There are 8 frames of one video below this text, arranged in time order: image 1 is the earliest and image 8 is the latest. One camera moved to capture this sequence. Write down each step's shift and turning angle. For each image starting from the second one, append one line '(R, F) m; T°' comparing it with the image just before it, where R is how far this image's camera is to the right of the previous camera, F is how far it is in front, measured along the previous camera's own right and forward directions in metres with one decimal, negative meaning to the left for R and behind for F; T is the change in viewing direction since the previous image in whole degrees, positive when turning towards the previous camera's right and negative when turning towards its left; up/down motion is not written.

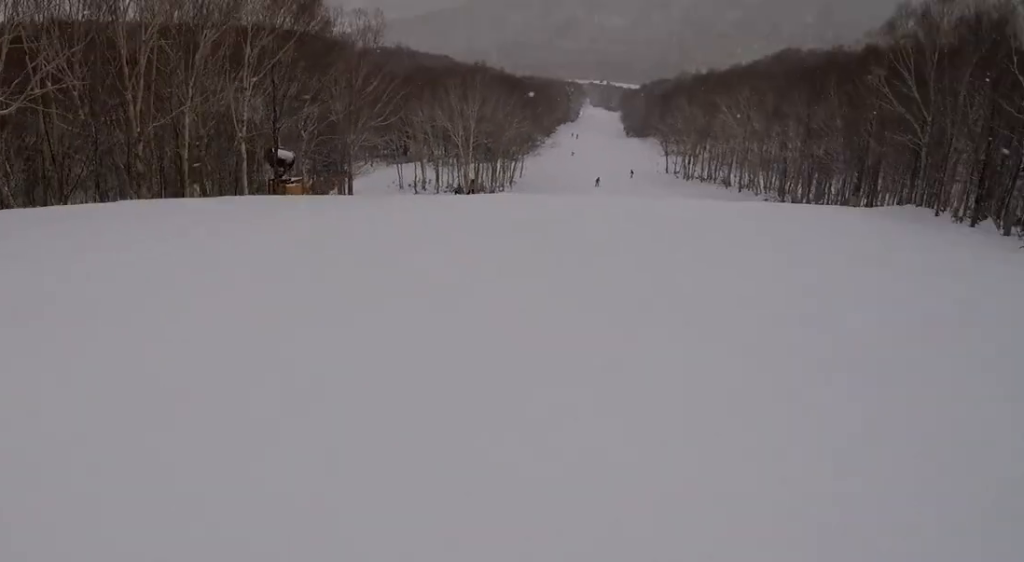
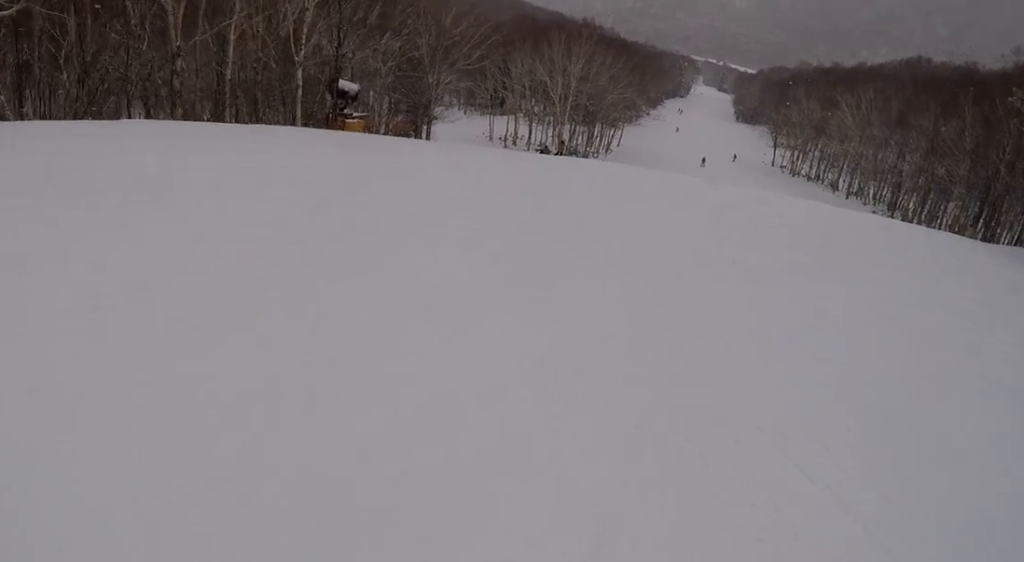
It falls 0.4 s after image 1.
(+0.2, +3.3) m; -1°
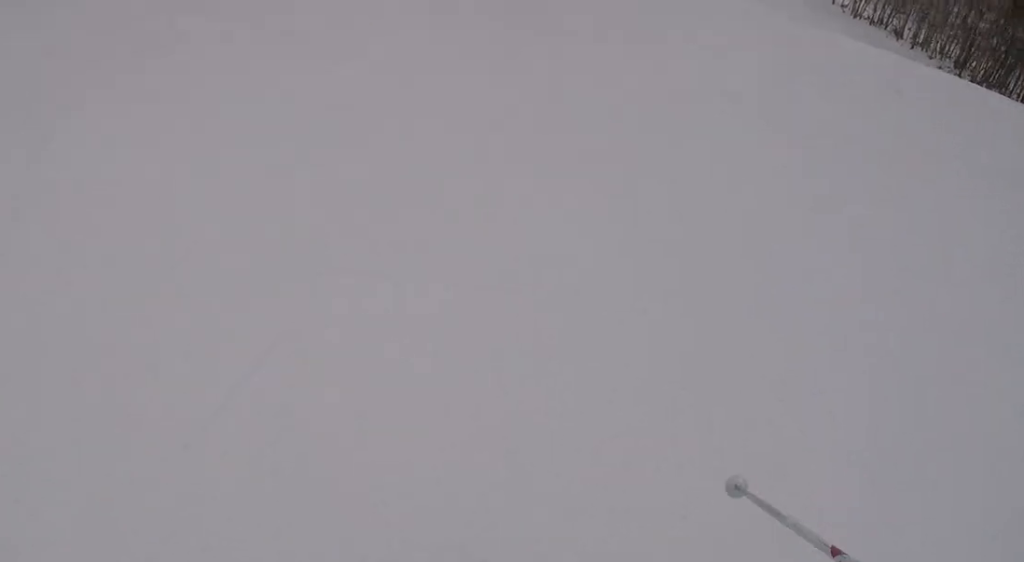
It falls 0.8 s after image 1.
(-0.4, +3.4) m; -4°
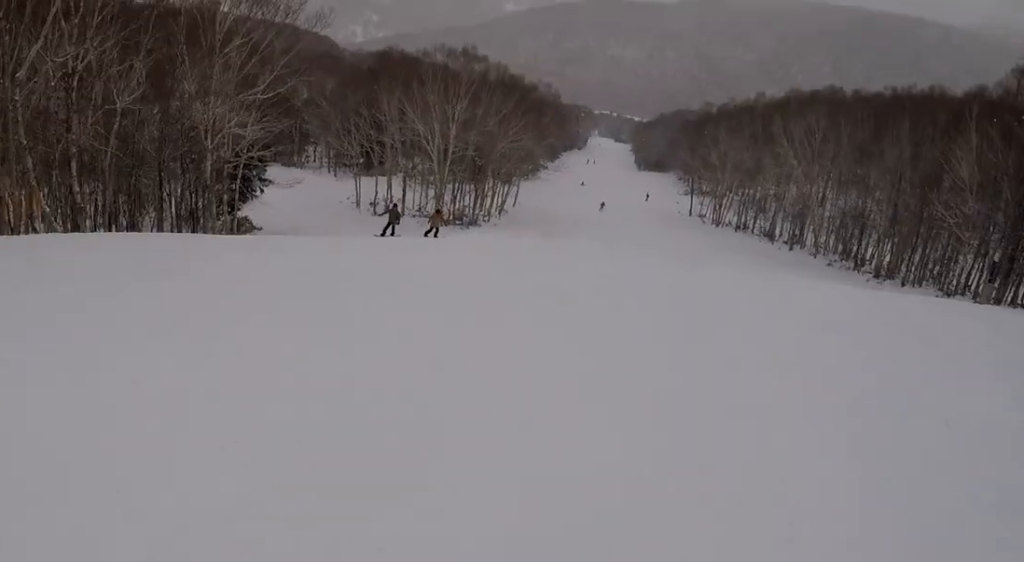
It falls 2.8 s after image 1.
(+0.7, +15.5) m; +9°
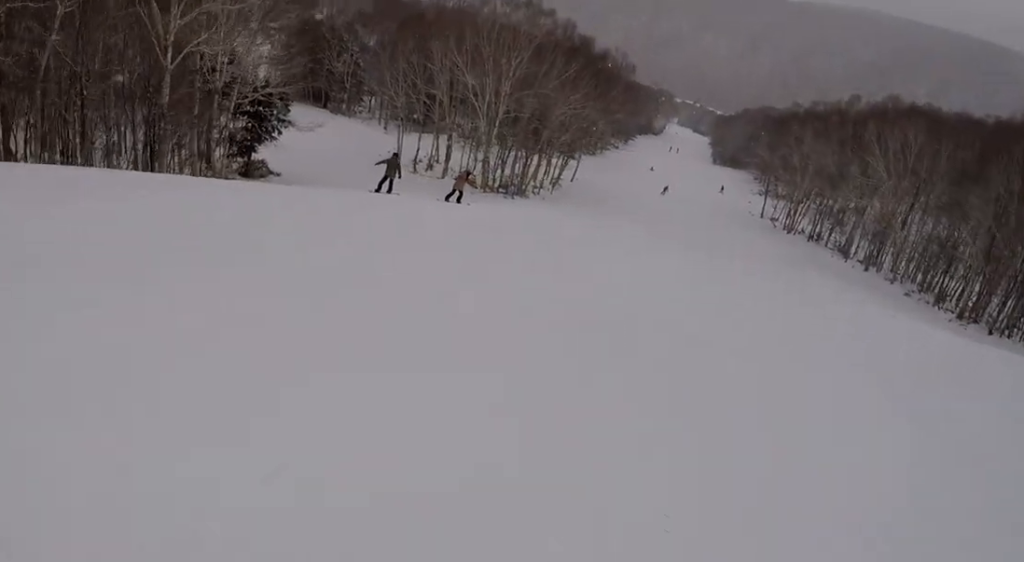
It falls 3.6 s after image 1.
(+0.3, +6.1) m; 0°
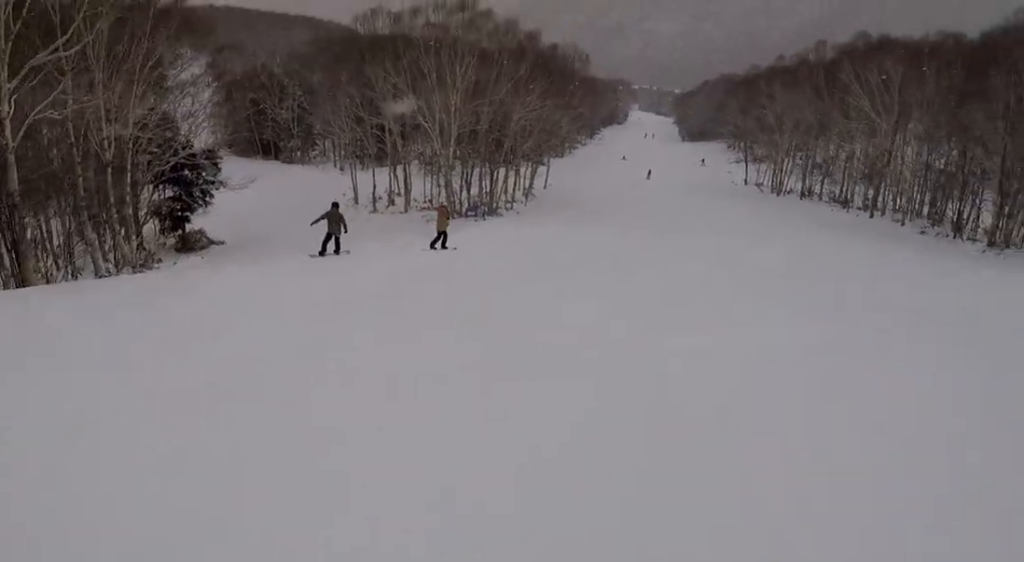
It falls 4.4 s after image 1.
(-1.1, +6.0) m; +1°
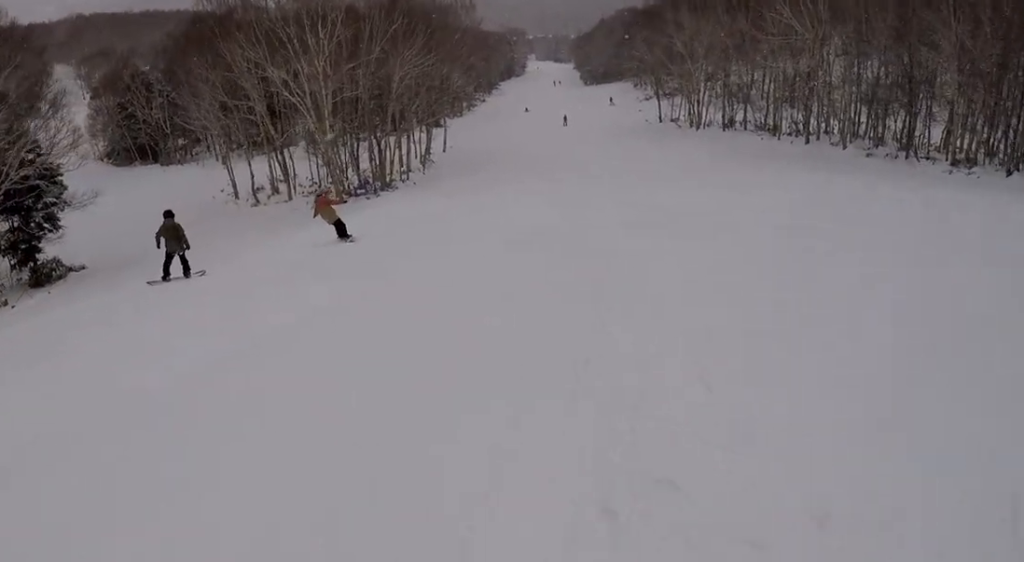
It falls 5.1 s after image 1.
(+1.2, +5.9) m; +10°
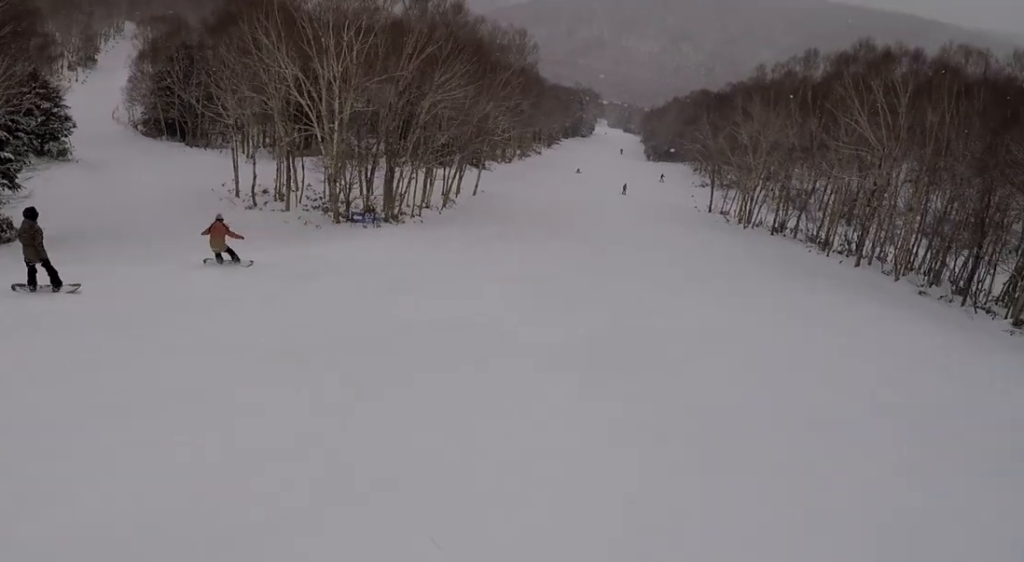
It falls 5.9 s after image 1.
(+0.3, +6.3) m; -6°
